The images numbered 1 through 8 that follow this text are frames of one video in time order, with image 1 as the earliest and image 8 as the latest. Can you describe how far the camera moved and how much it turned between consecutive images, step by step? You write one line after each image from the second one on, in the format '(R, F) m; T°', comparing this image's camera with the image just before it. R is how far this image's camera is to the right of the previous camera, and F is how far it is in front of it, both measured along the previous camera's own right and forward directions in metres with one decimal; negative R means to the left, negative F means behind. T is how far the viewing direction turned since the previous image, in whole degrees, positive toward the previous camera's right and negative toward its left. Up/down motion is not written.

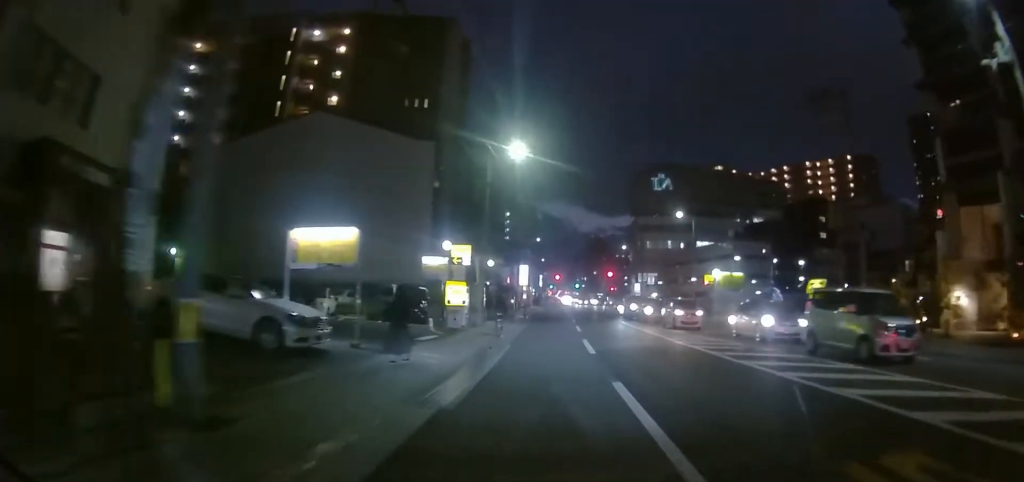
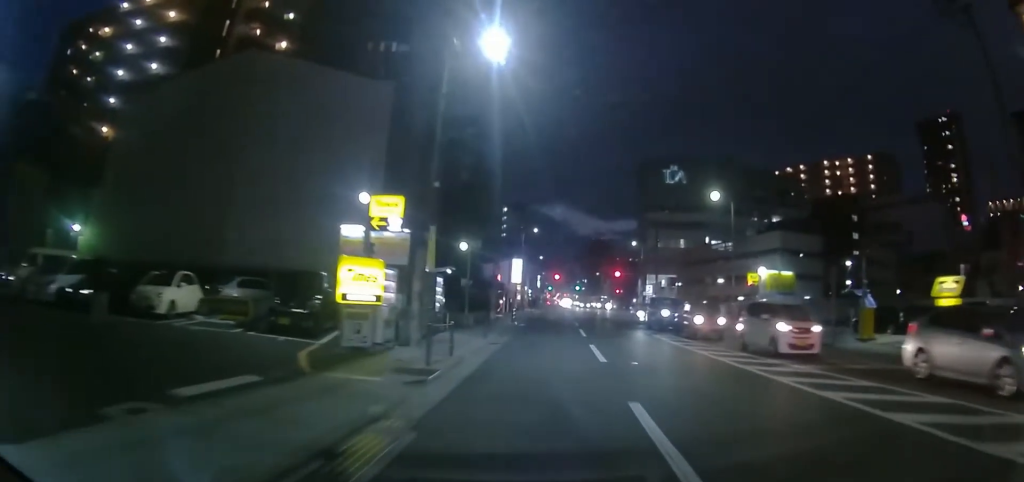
(0.0, +14.2) m; 0°
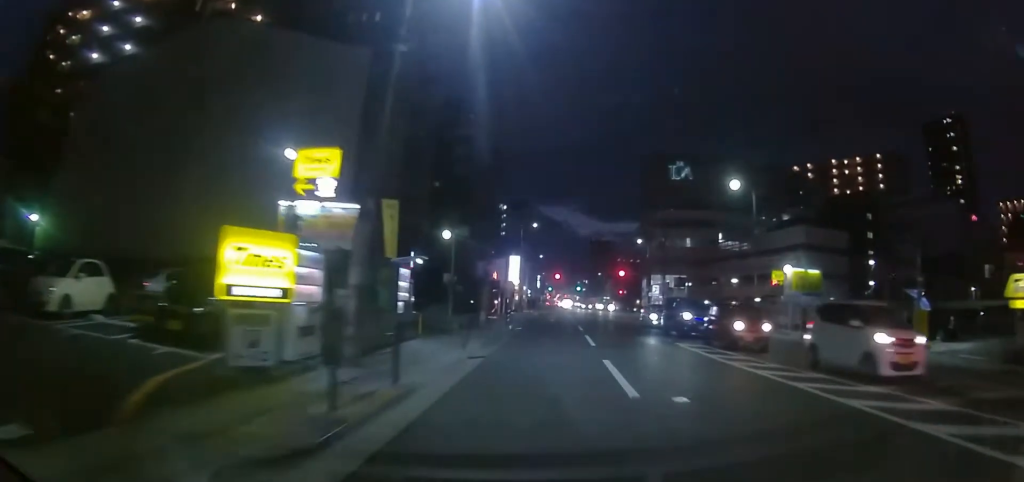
(0.0, +5.6) m; 0°
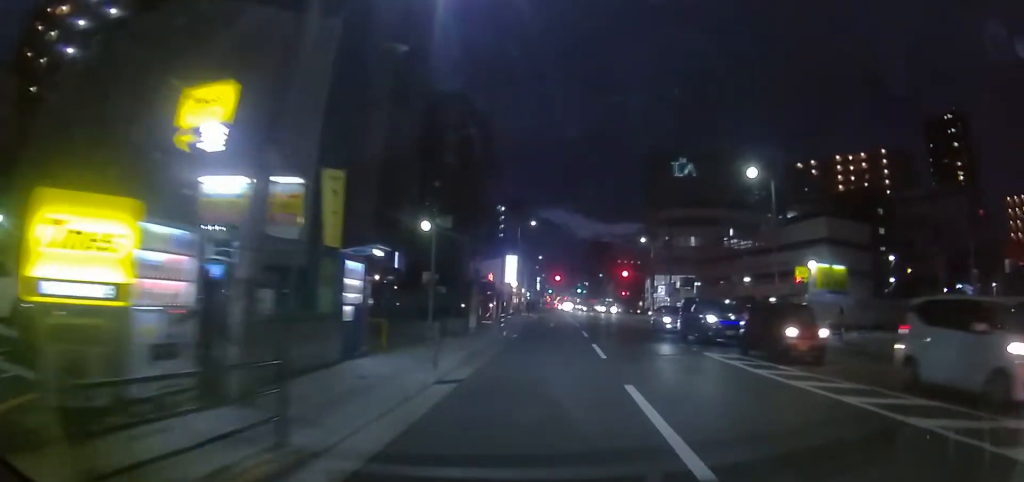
(0.0, +3.8) m; 0°
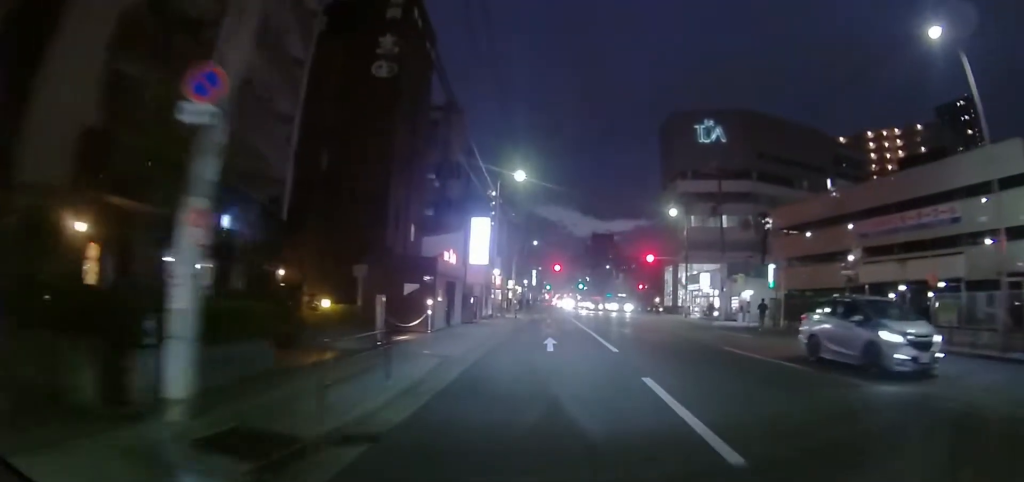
(0.0, +20.3) m; 0°
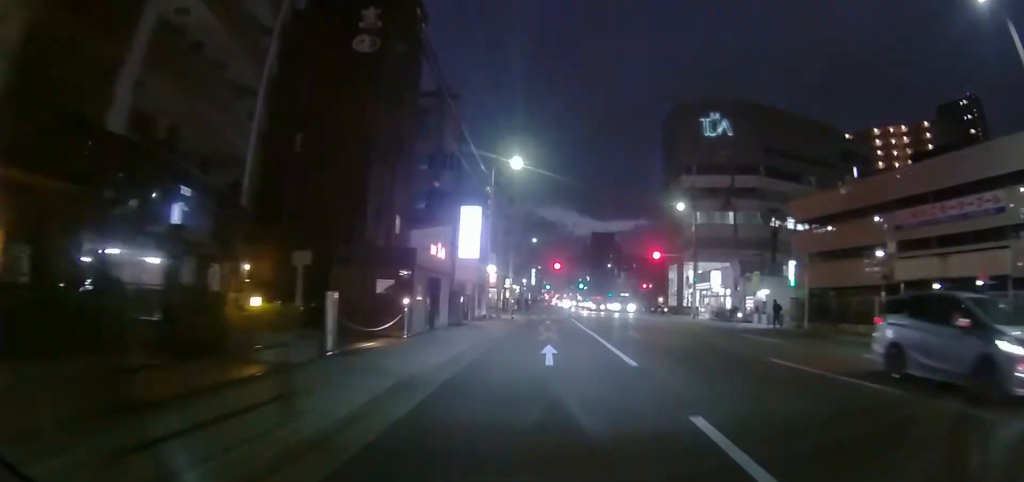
(0.0, +3.6) m; 0°
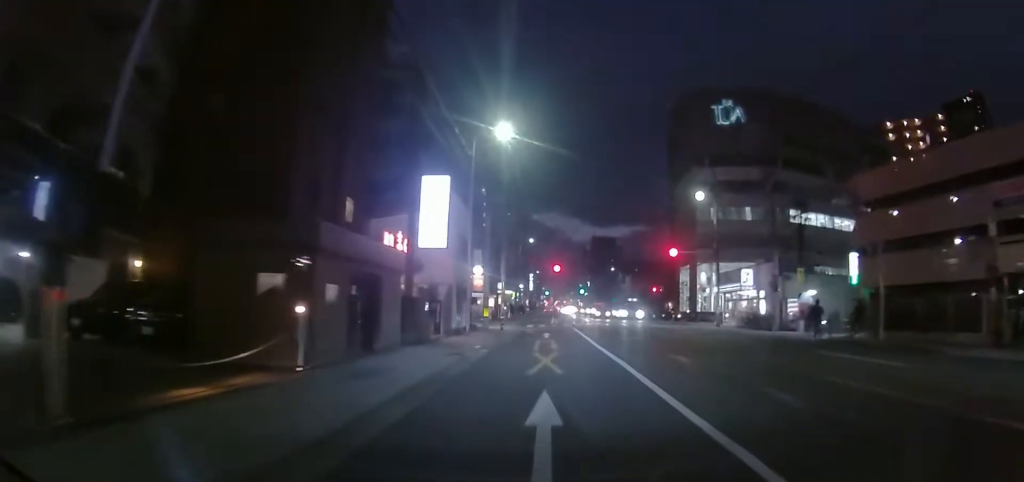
(0.0, +8.3) m; 0°
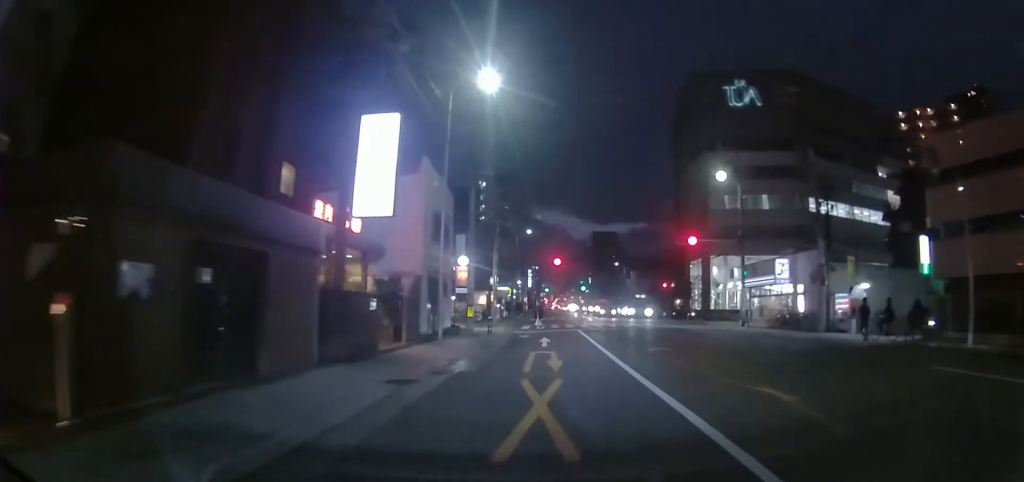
(0.0, +7.1) m; 0°
